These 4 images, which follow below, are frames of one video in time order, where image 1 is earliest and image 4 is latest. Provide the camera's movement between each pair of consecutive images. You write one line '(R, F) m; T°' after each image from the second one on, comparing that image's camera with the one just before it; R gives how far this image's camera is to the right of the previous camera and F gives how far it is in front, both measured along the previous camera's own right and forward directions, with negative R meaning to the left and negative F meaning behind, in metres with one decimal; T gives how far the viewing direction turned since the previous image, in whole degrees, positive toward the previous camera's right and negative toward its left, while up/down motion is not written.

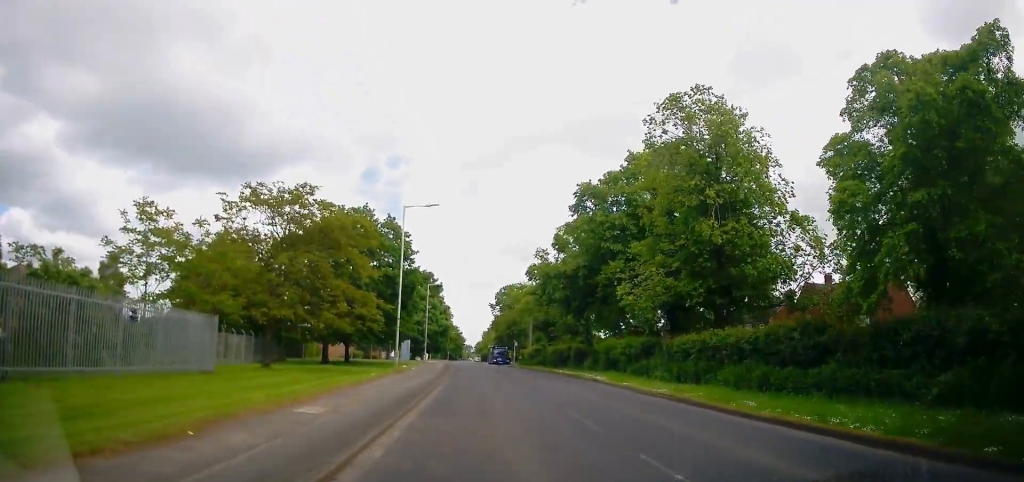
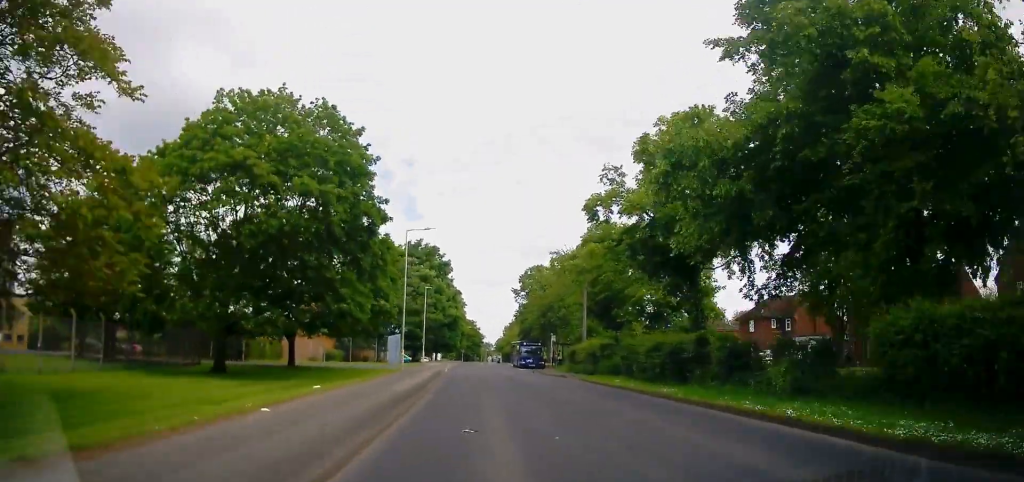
(+0.1, +26.9) m; 0°
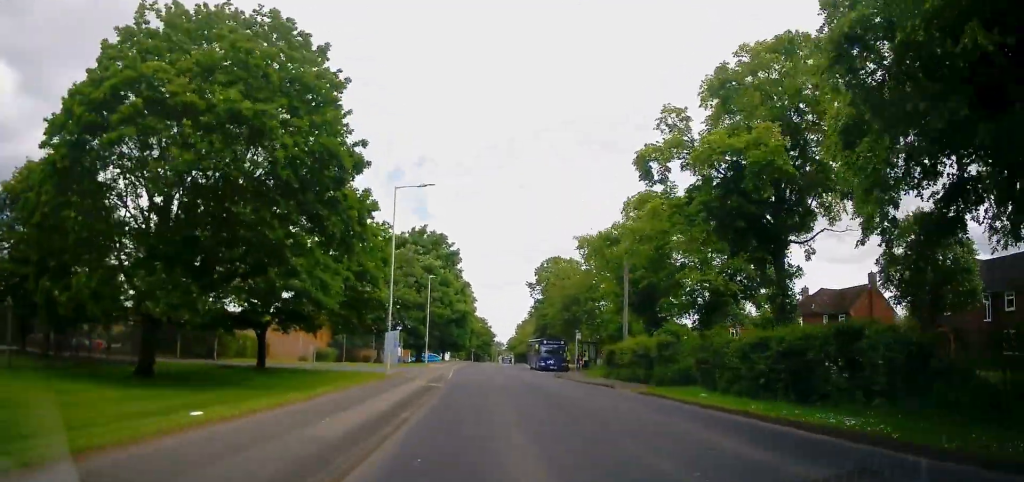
(-0.5, +8.6) m; -2°
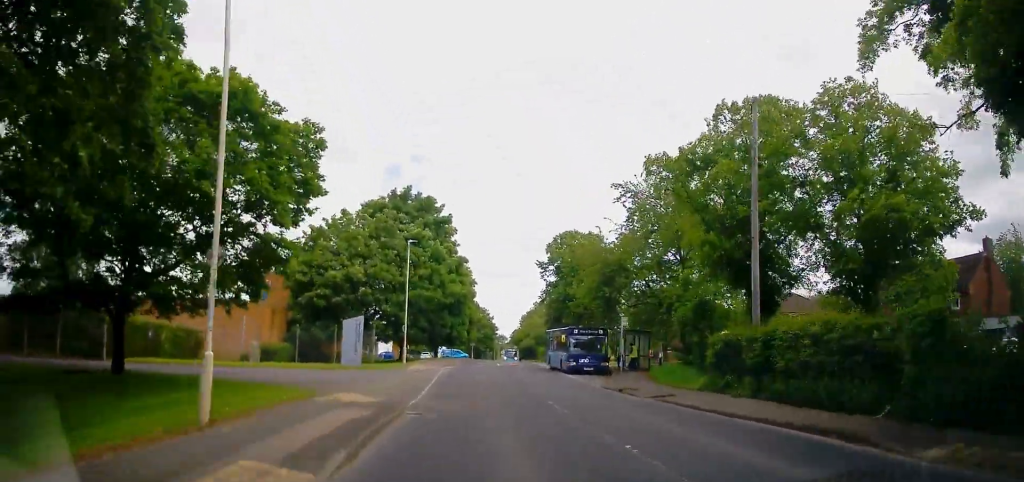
(+0.7, +15.9) m; 0°
